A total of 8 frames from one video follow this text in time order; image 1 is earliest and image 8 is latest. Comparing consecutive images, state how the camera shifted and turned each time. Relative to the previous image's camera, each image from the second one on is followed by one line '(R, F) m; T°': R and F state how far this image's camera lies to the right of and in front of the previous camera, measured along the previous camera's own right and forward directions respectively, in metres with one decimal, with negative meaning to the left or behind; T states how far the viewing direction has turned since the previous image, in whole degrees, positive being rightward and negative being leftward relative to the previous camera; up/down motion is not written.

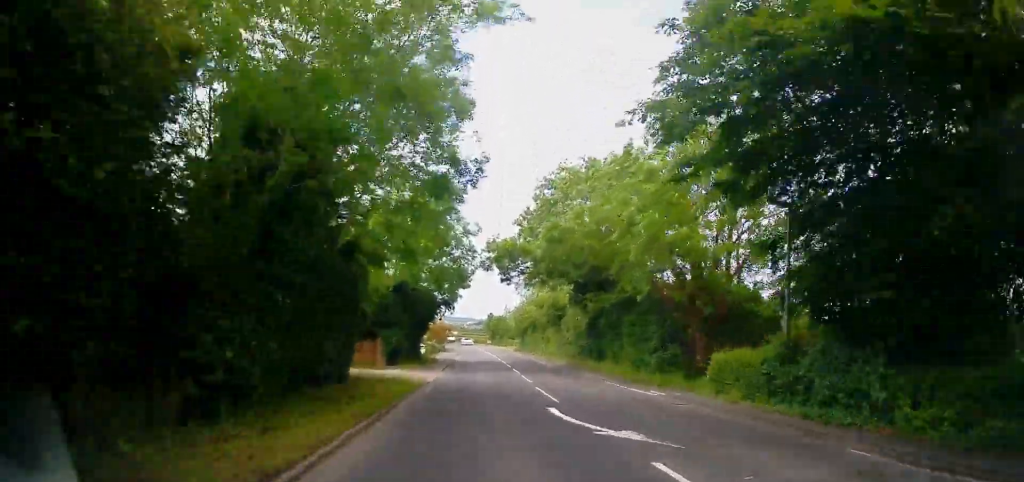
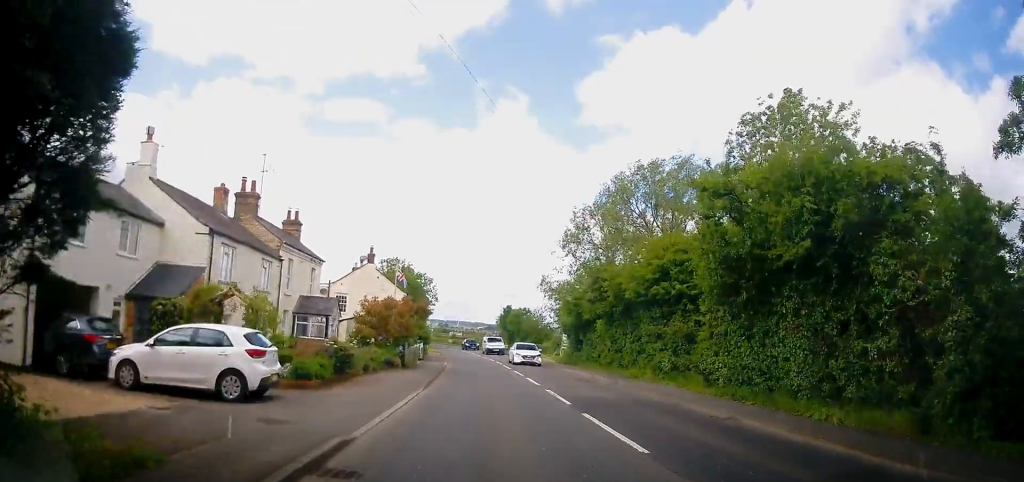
(+0.4, +38.6) m; +4°
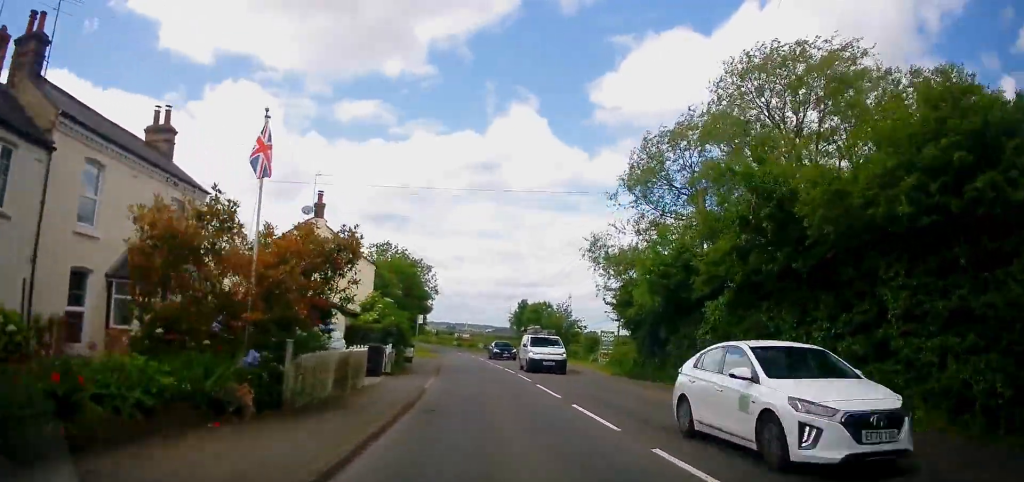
(-0.1, +16.4) m; -1°
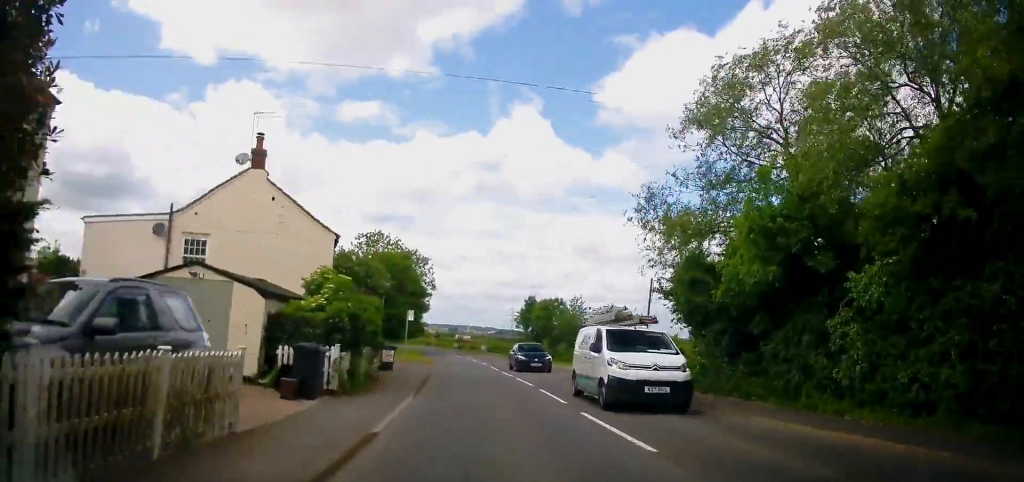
(0.0, +8.2) m; -1°
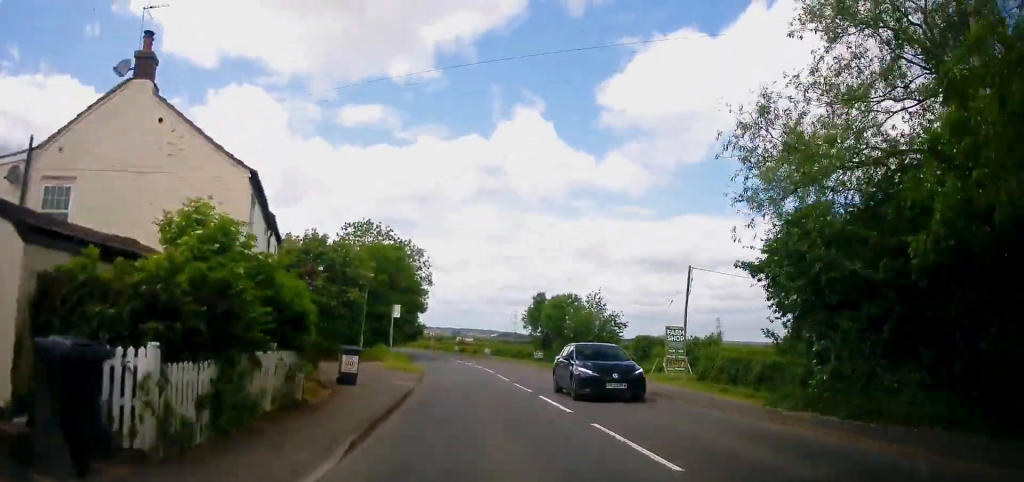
(-0.1, +7.7) m; -1°
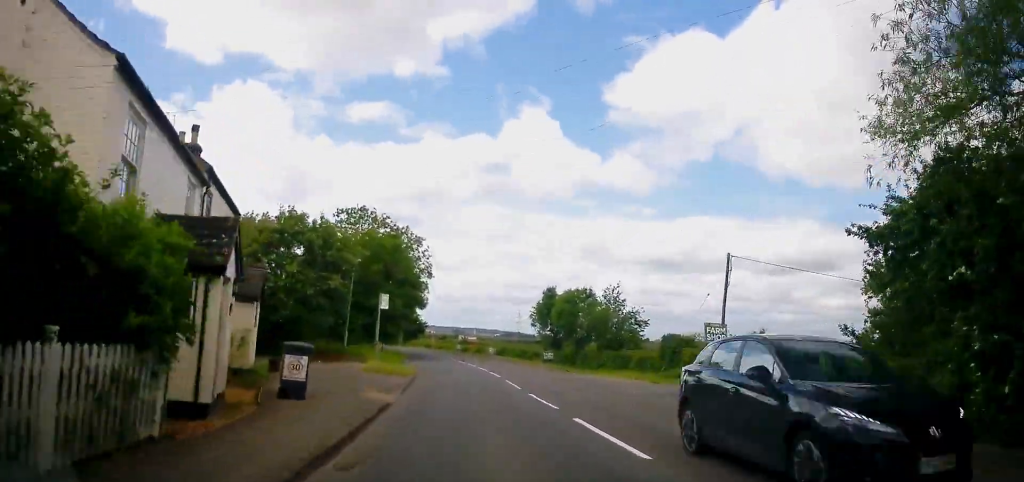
(-0.2, +5.4) m; 0°
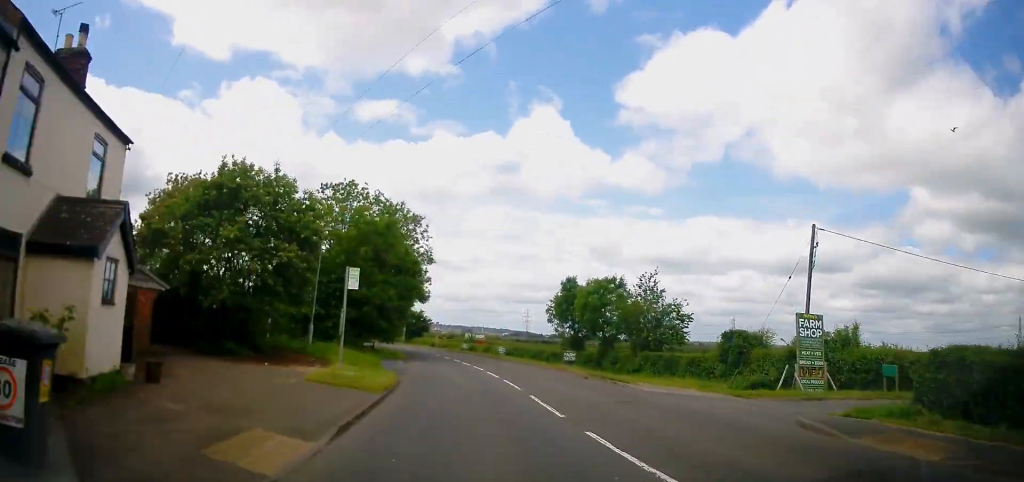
(0.0, +7.9) m; 0°
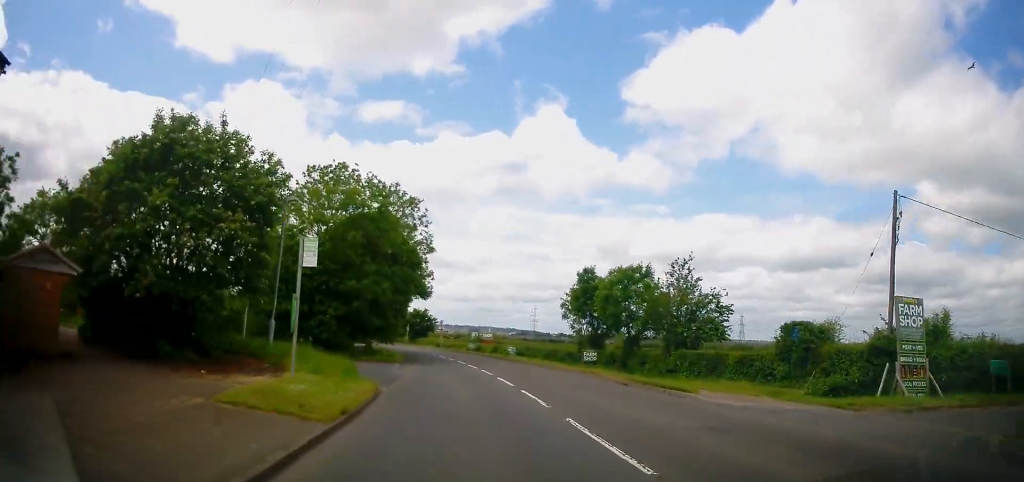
(+0.1, +5.2) m; 0°
